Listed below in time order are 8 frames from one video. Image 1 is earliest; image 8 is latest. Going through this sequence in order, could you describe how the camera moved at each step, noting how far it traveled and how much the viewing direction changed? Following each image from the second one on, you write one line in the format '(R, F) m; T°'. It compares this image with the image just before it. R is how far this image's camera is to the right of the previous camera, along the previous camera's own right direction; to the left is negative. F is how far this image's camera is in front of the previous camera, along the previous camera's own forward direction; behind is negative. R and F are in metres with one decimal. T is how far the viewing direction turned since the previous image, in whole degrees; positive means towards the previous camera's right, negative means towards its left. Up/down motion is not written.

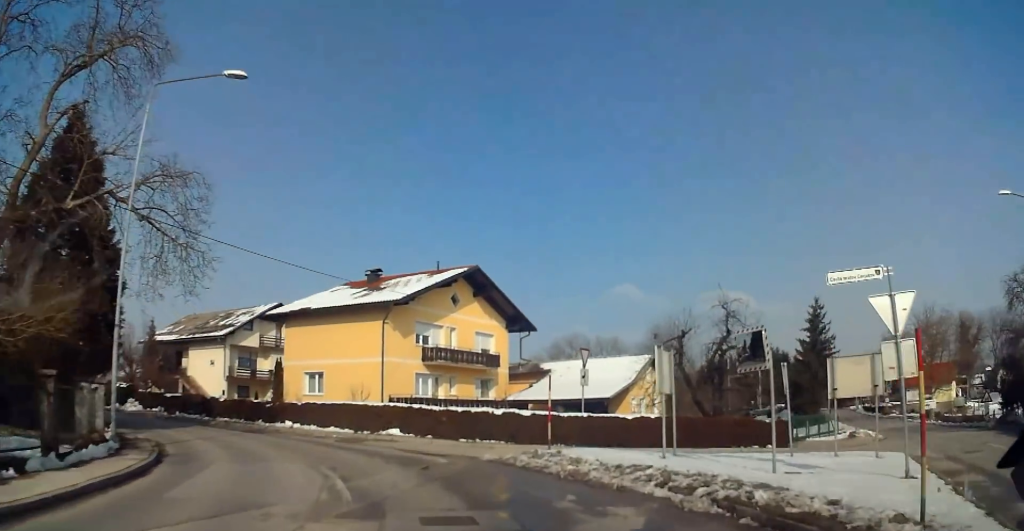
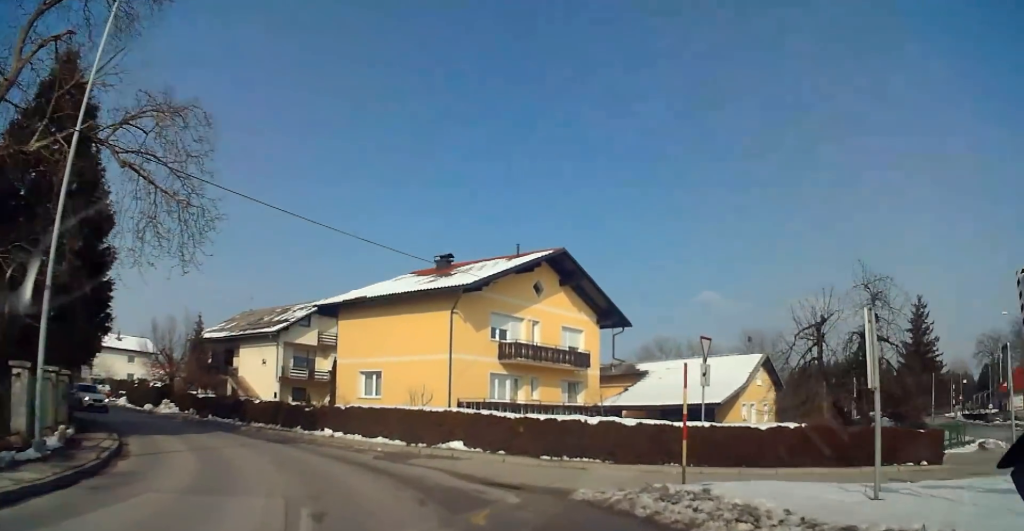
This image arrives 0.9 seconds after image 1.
(-0.3, +5.4) m; -11°
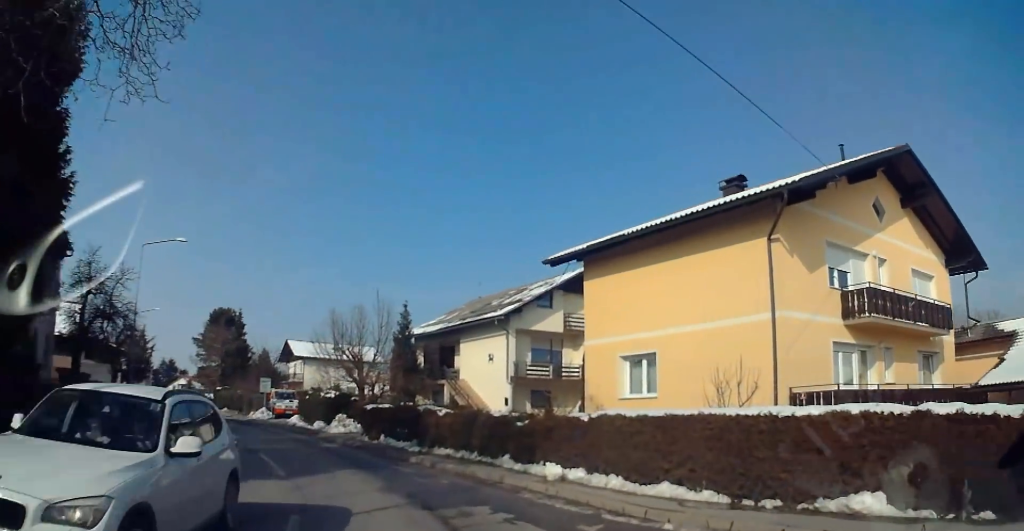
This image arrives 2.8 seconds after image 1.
(-2.6, +11.8) m; -17°
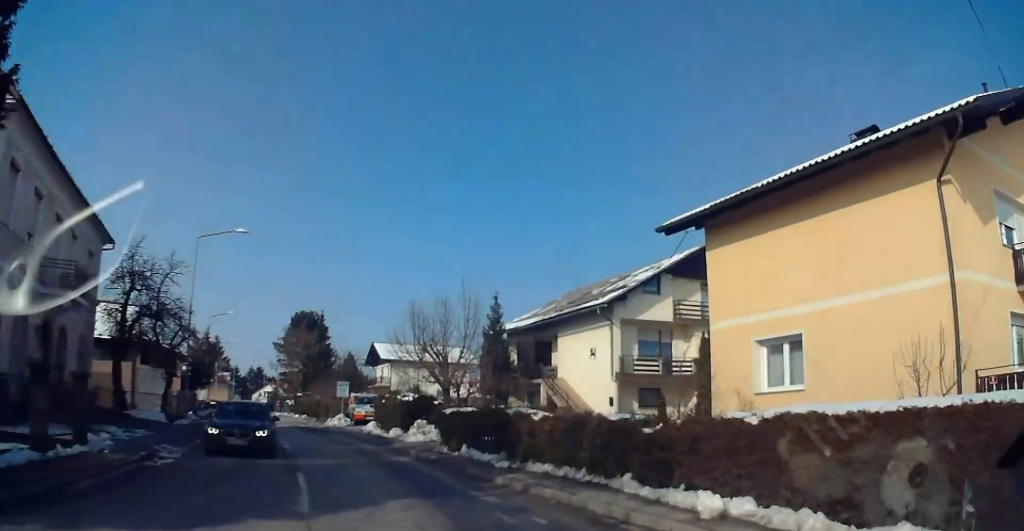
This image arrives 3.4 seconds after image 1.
(+0.4, +3.9) m; -4°
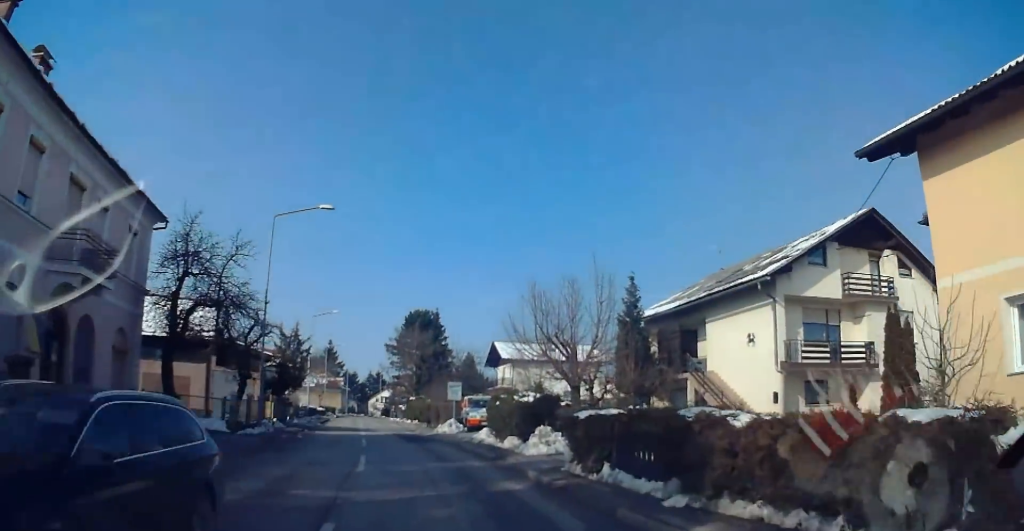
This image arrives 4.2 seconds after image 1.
(-0.8, +5.1) m; -11°
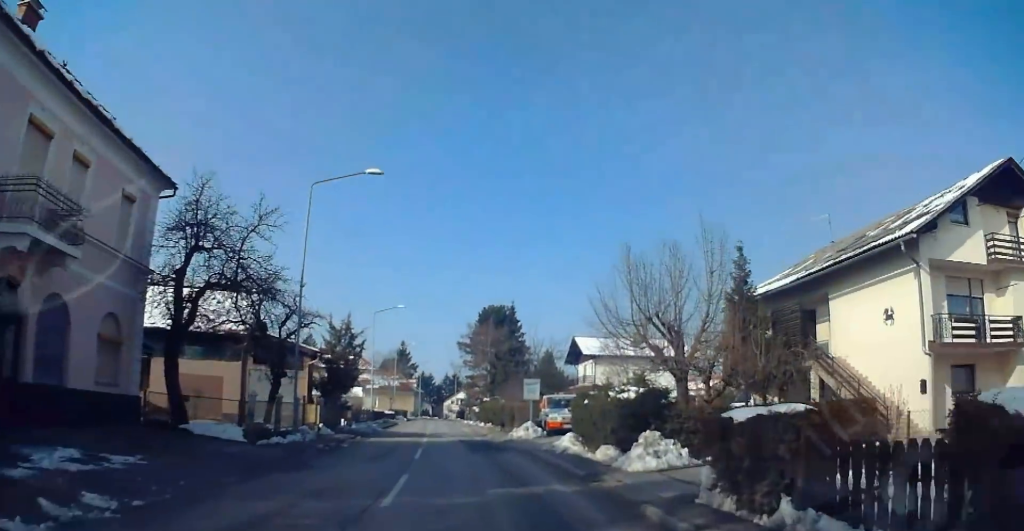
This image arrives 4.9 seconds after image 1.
(-0.4, +4.9) m; -6°
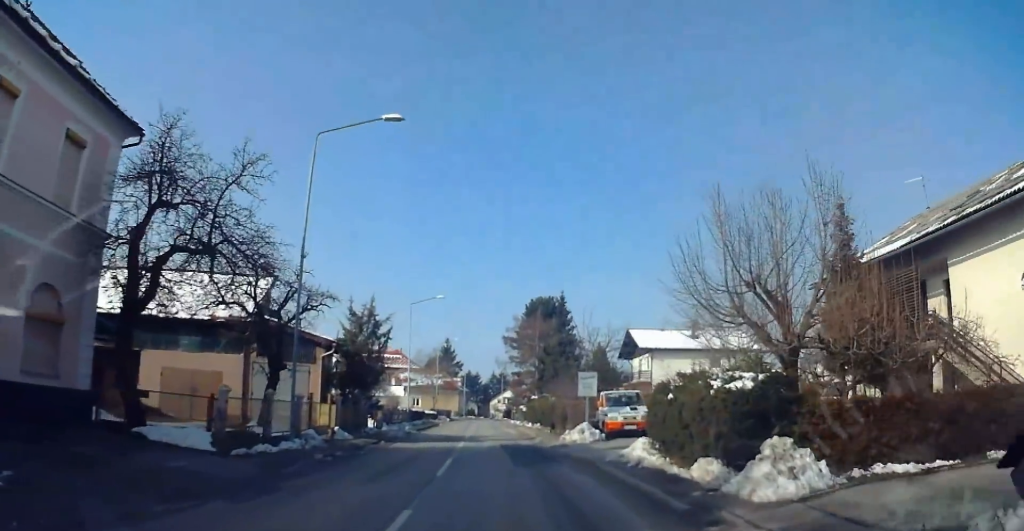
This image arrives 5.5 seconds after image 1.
(-0.1, +4.9) m; -4°
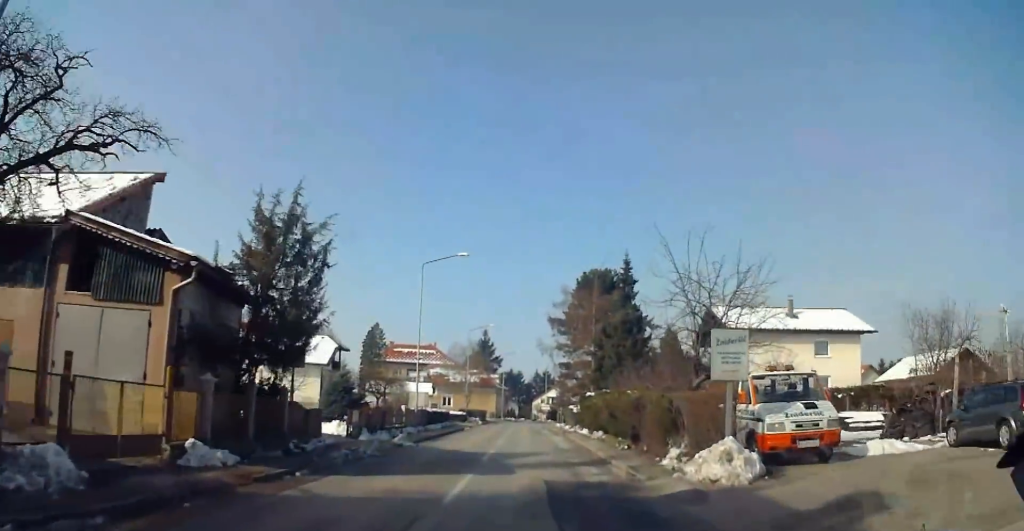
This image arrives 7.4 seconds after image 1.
(-0.9, +14.8) m; -2°
